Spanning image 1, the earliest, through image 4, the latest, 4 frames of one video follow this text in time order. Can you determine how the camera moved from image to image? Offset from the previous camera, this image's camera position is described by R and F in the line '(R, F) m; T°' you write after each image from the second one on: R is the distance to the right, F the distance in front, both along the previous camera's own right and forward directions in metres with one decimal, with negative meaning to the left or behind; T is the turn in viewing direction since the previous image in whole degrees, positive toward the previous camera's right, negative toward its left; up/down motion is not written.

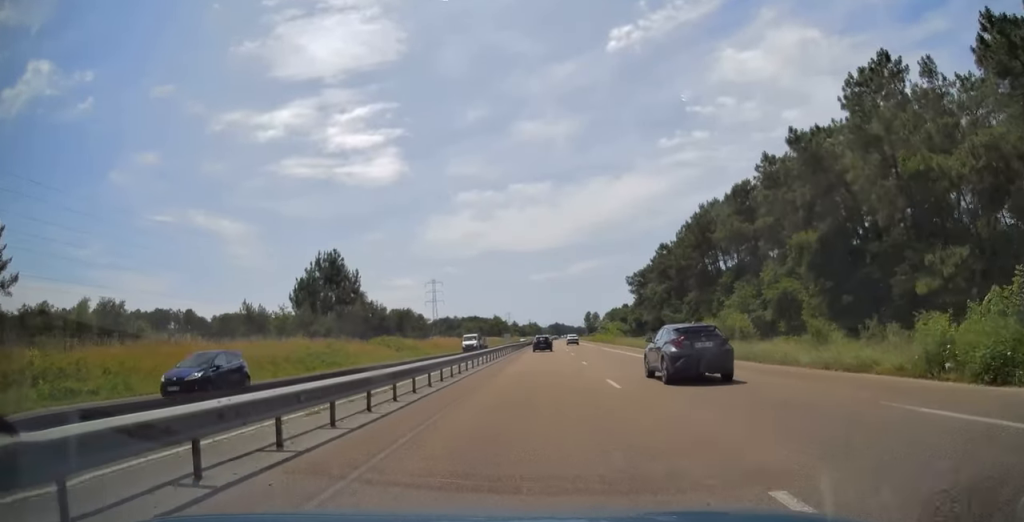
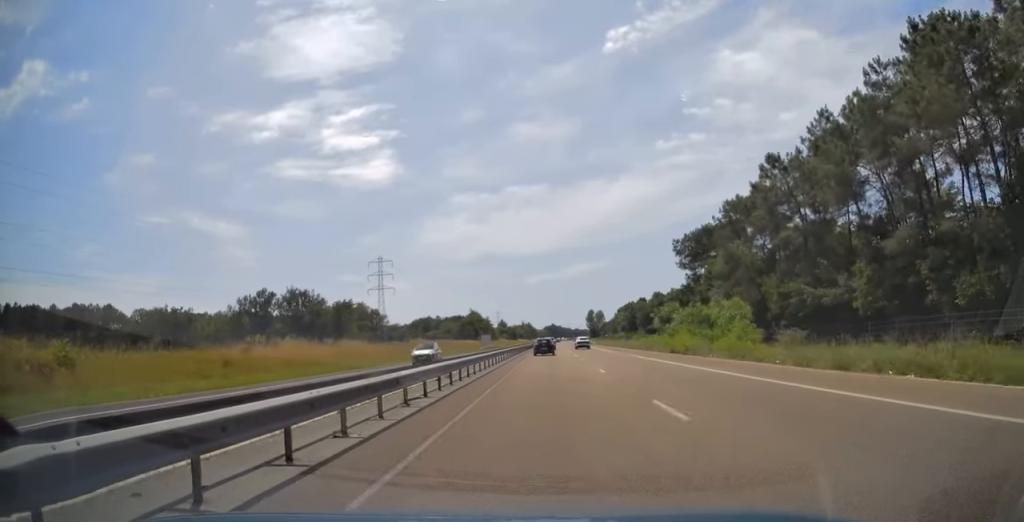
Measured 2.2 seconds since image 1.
(-0.2, +70.6) m; 0°
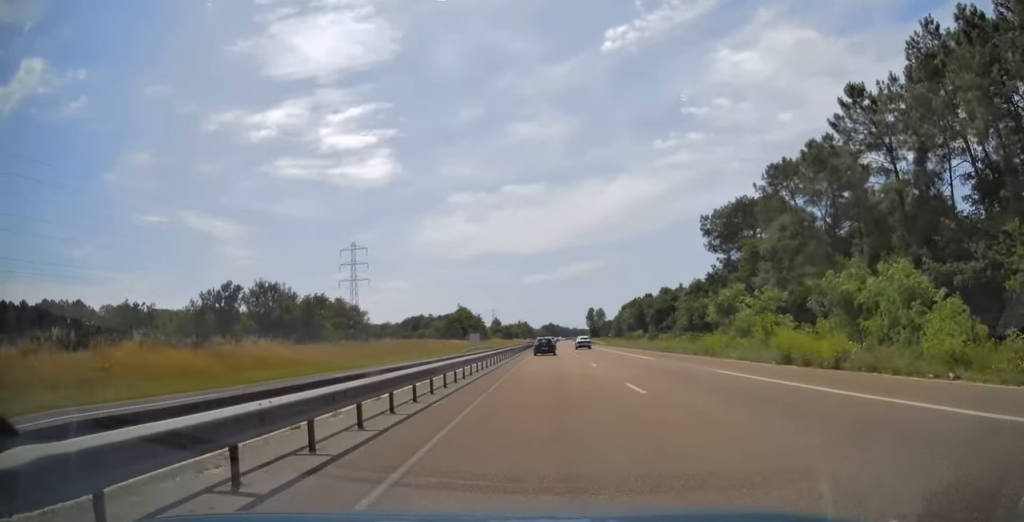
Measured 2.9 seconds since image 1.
(0.0, +21.3) m; 0°
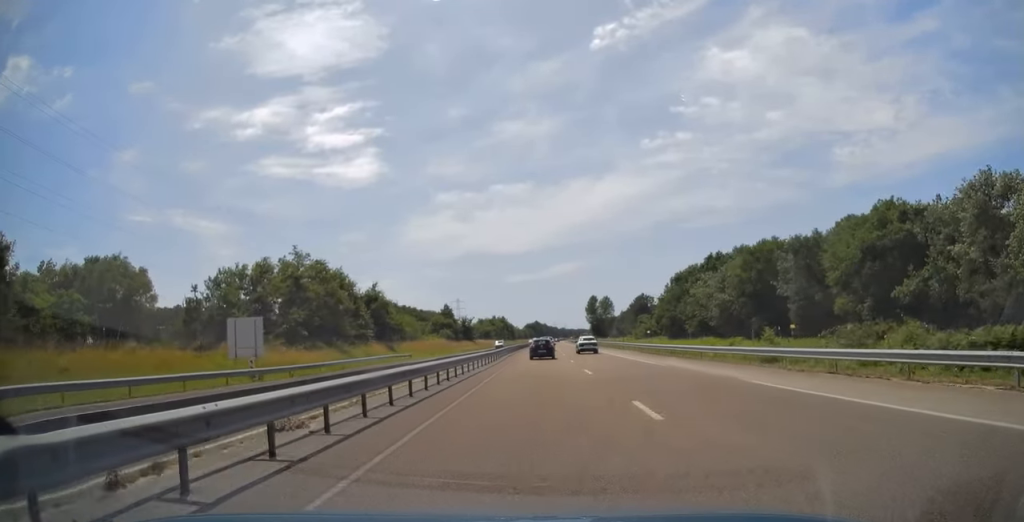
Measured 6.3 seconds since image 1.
(+1.7, +107.9) m; +2°
